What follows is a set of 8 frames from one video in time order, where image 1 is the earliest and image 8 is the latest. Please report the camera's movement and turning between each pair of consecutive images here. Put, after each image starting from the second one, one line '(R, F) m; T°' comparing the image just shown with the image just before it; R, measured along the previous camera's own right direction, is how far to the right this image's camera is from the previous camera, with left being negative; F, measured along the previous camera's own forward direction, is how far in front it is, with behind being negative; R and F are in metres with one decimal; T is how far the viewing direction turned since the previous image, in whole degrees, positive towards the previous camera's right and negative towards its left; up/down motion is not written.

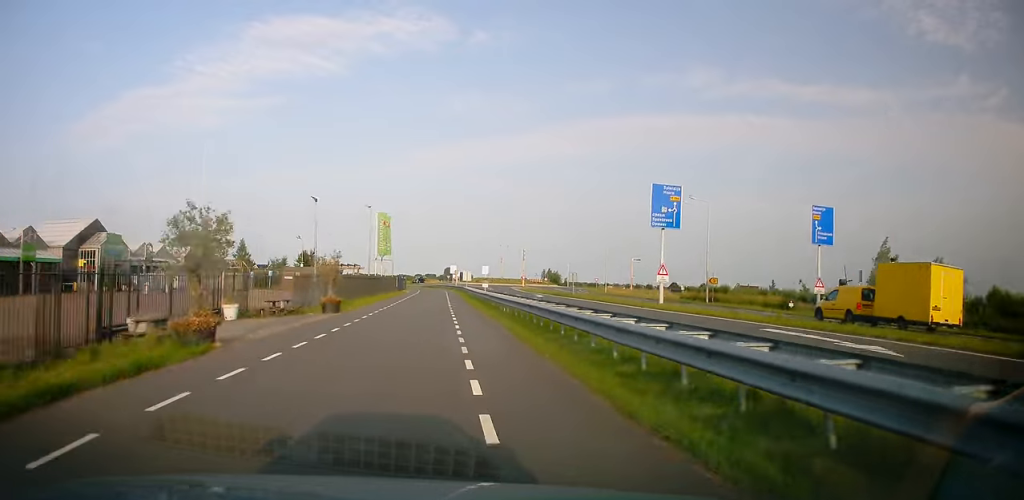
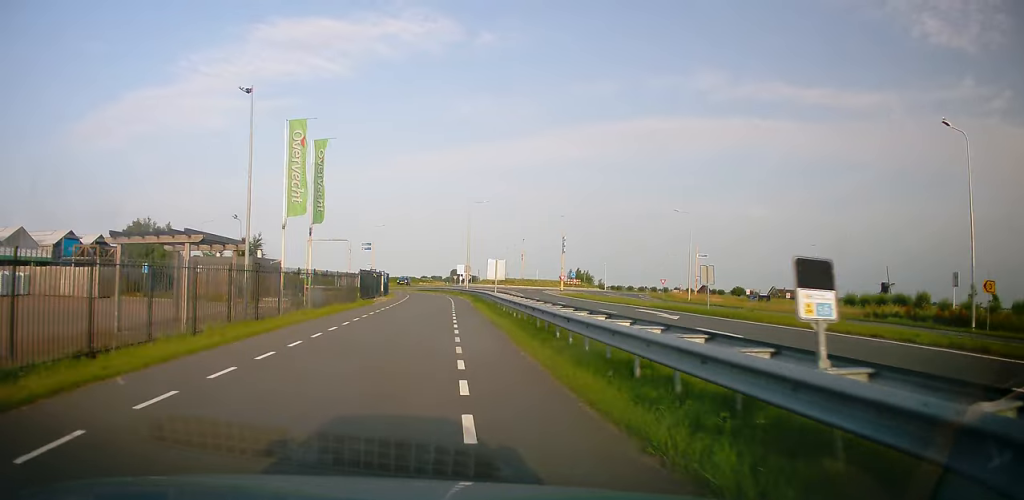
(-0.5, +32.2) m; -2°
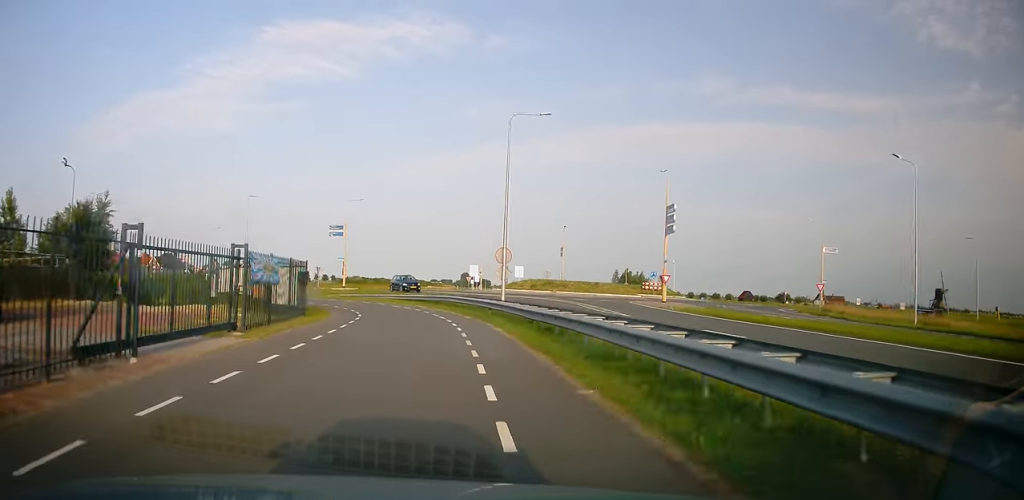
(-0.6, +35.2) m; -2°
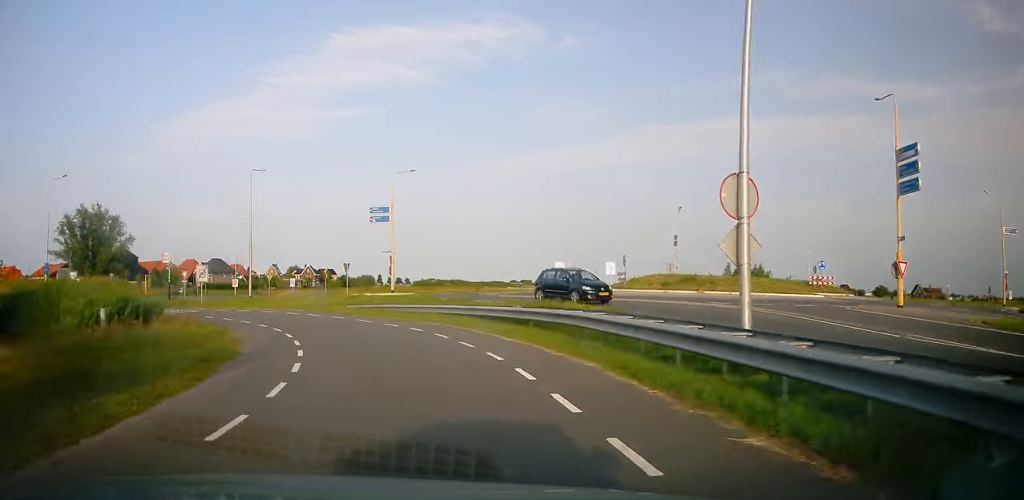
(-0.4, +18.4) m; -8°
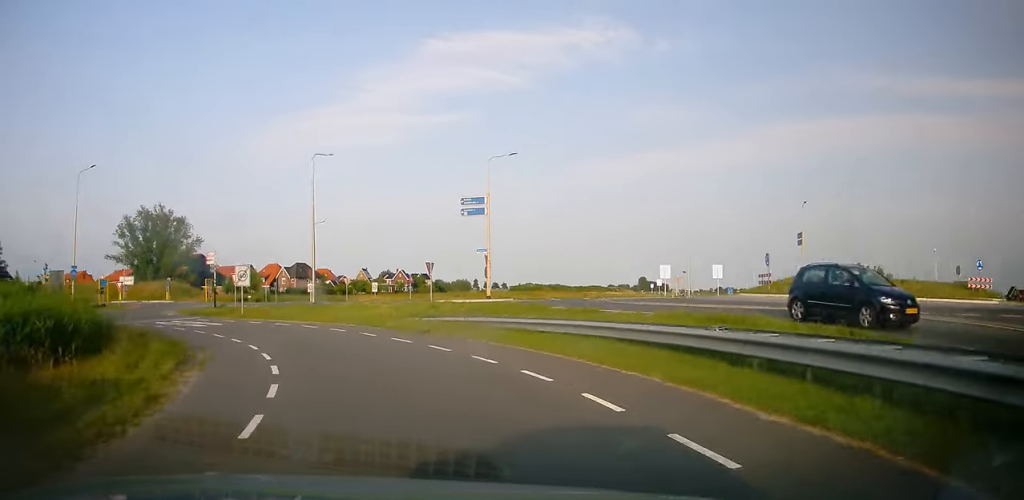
(-0.5, +7.8) m; -10°
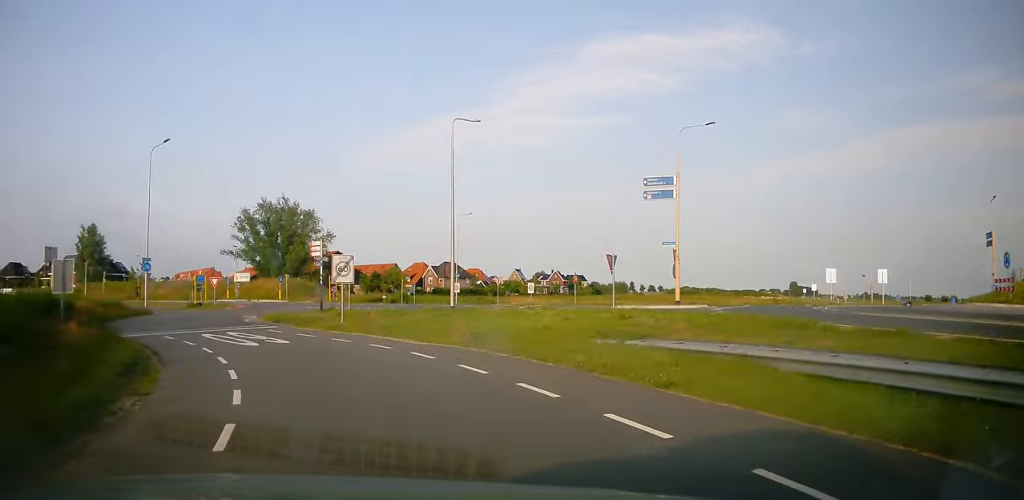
(-1.2, +8.3) m; -14°
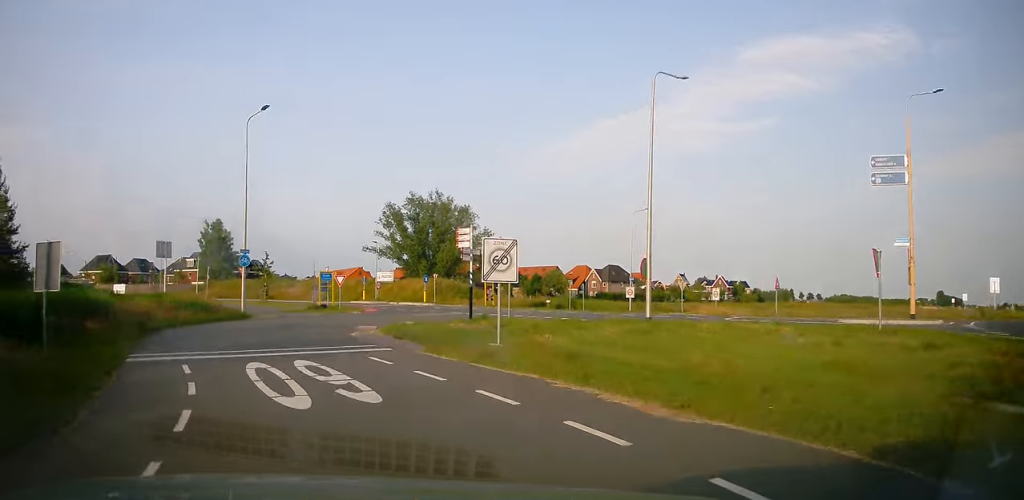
(-1.0, +7.3) m; -14°
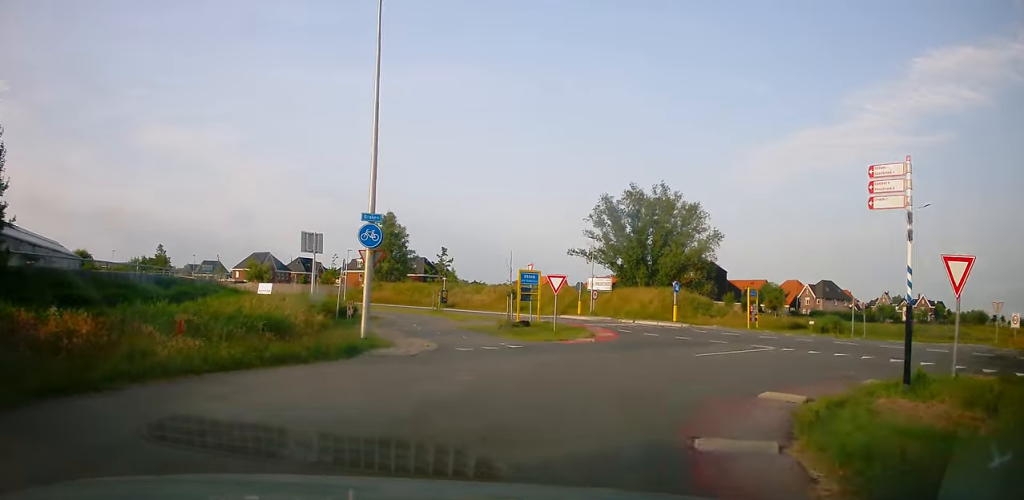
(-3.3, +14.0) m; -16°
